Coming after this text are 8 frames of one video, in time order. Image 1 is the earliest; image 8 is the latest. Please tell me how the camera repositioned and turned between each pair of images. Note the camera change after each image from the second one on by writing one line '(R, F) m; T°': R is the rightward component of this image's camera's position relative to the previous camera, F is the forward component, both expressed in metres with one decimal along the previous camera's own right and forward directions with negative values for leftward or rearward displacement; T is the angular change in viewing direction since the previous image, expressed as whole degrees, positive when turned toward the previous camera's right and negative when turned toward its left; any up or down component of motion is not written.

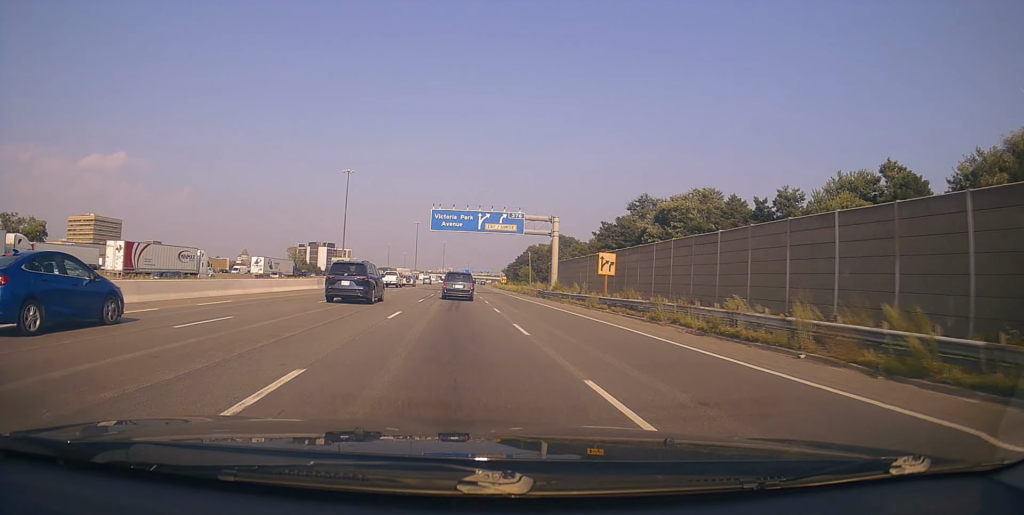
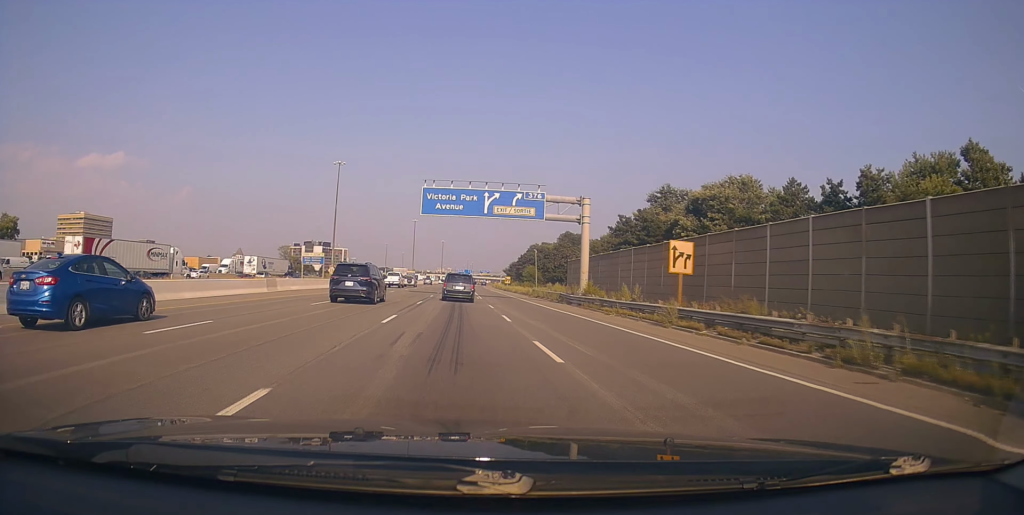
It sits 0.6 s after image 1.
(+0.6, +13.4) m; +1°
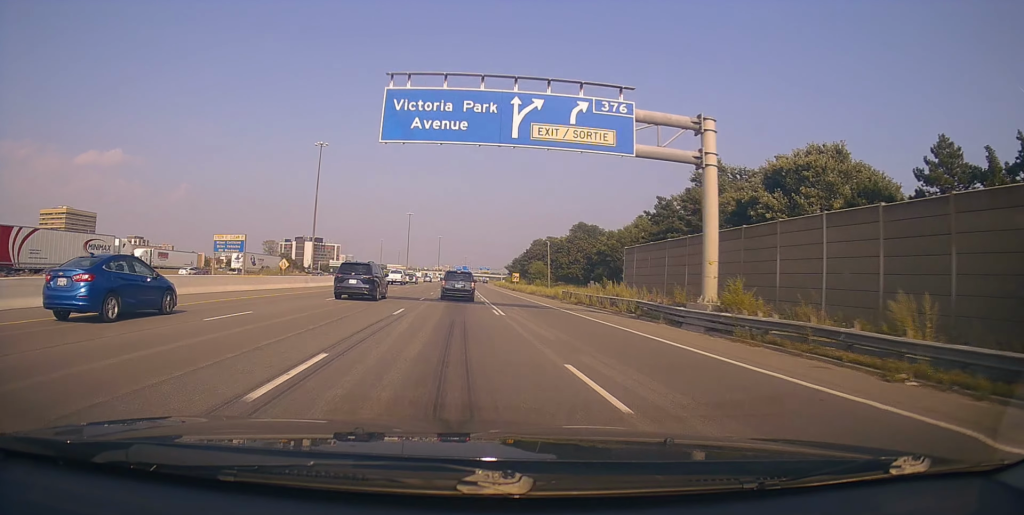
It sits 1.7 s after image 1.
(-0.4, +22.2) m; -1°
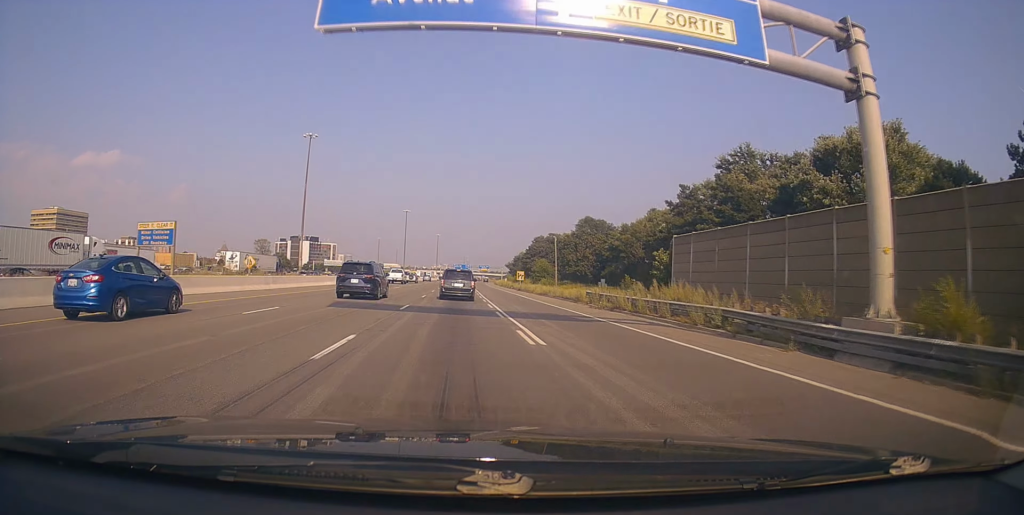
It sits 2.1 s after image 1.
(0.0, +10.0) m; +1°
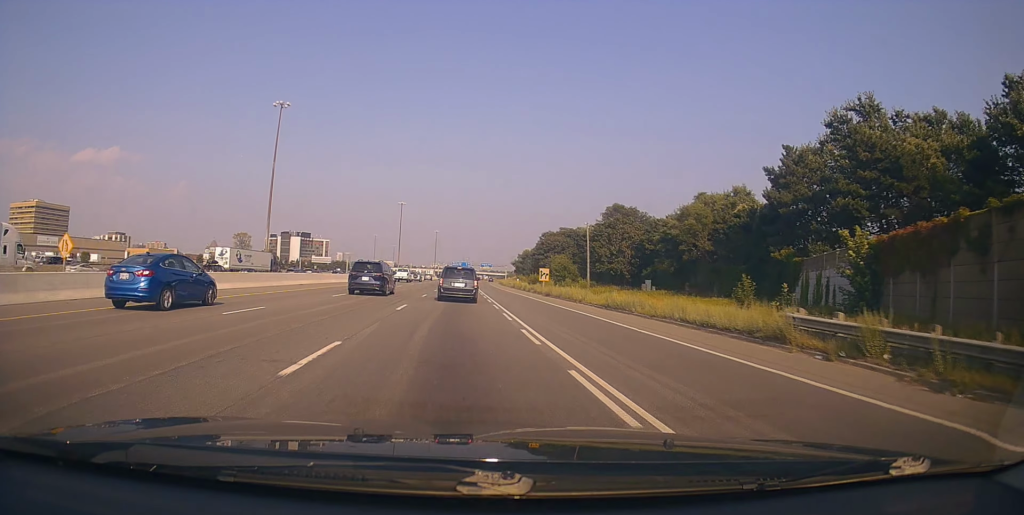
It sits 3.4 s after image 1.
(+0.5, +27.0) m; +2°
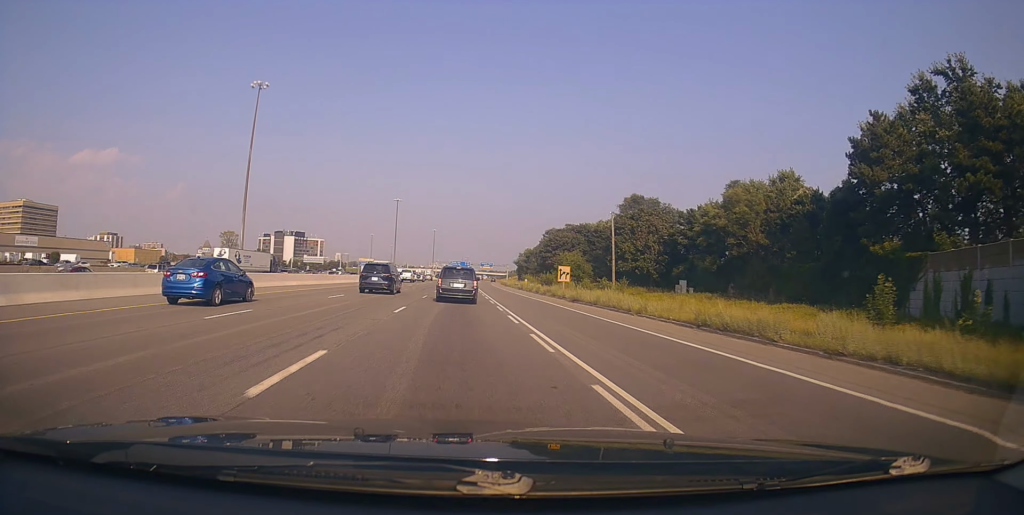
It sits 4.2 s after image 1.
(+0.1, +14.4) m; 0°
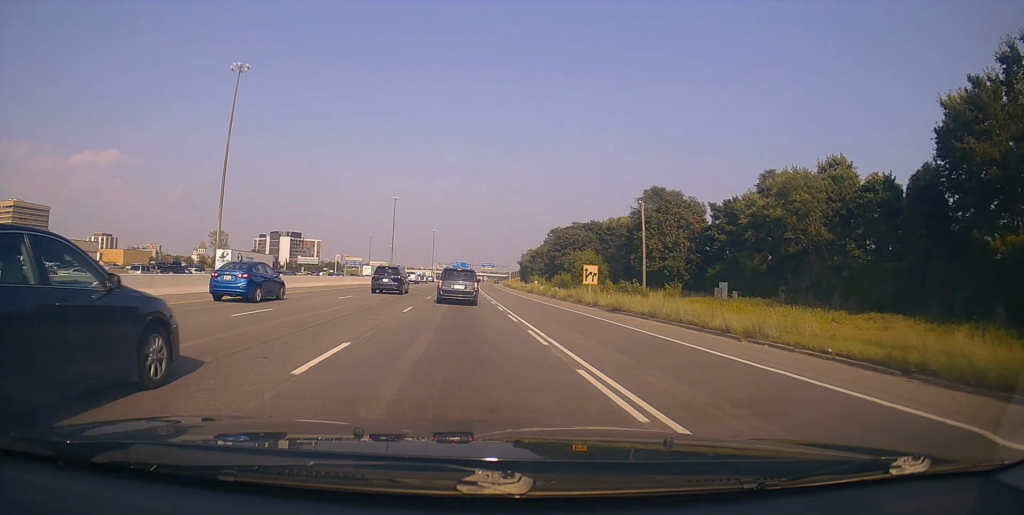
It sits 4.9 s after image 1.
(0.0, +11.8) m; 0°
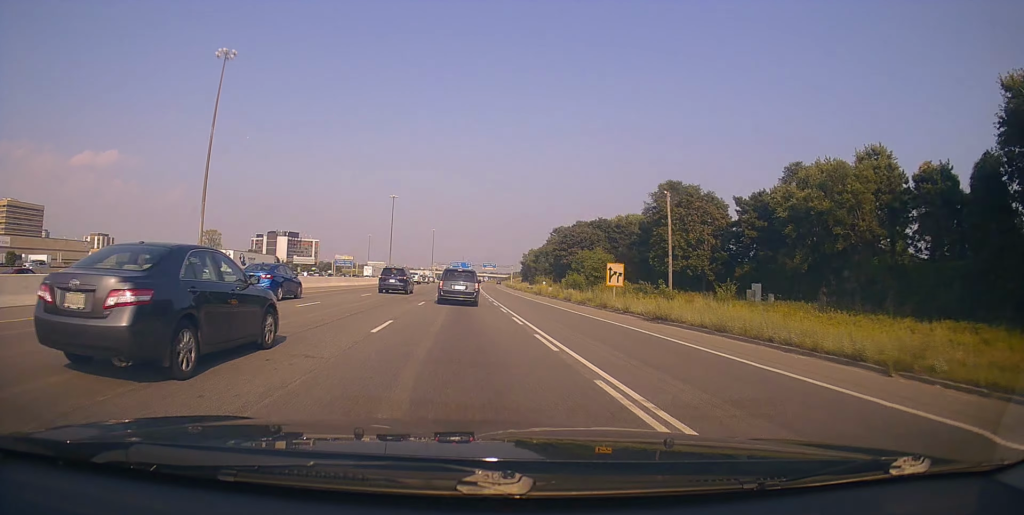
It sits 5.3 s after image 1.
(0.0, +7.3) m; 0°
